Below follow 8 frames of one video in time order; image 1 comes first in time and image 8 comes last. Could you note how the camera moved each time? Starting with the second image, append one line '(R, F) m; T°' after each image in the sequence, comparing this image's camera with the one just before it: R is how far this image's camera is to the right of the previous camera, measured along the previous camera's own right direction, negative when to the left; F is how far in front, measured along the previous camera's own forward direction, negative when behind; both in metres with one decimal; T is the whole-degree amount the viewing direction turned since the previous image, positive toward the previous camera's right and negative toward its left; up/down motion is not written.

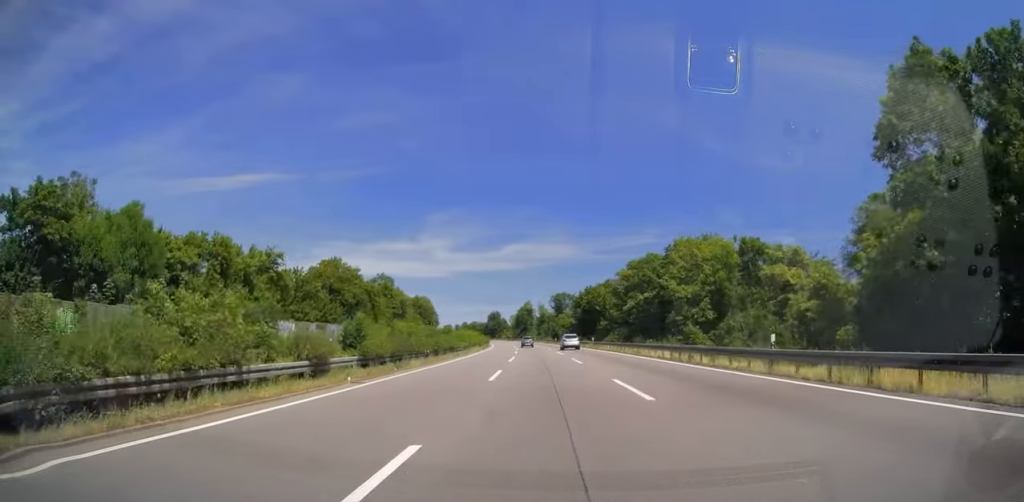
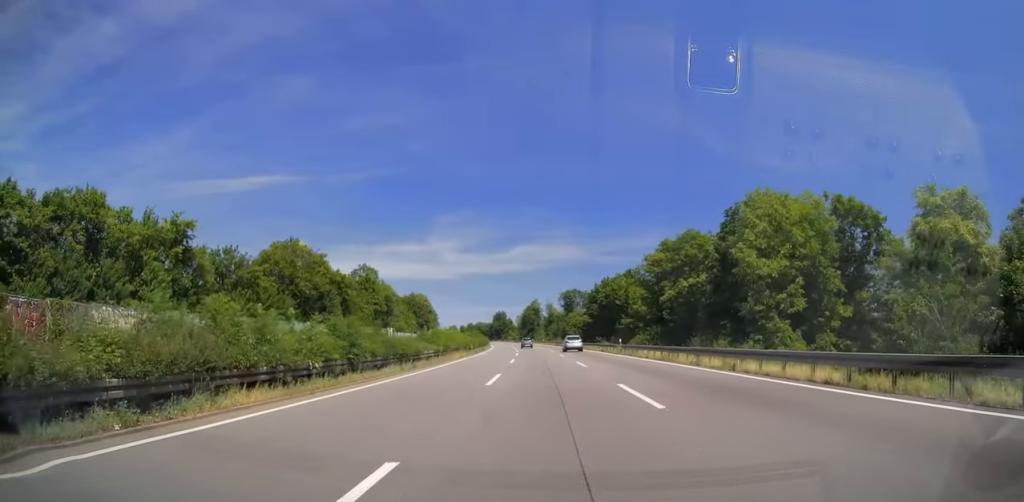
(-0.3, +18.9) m; -1°
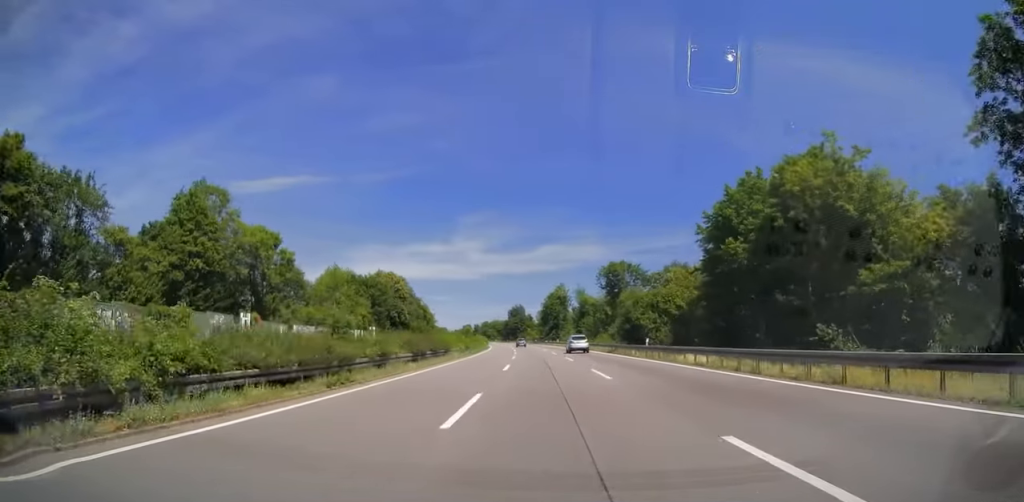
(-1.1, +62.9) m; -2°
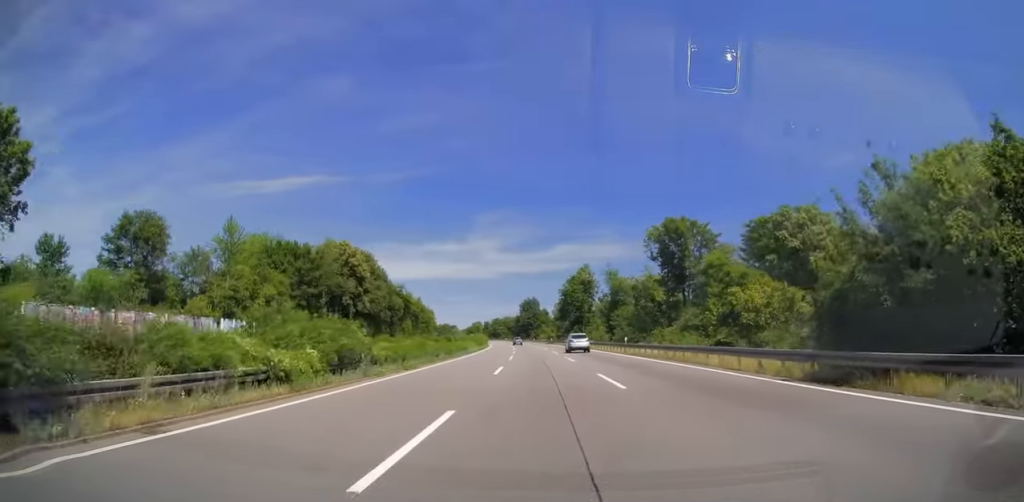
(-0.7, +39.9) m; -2°
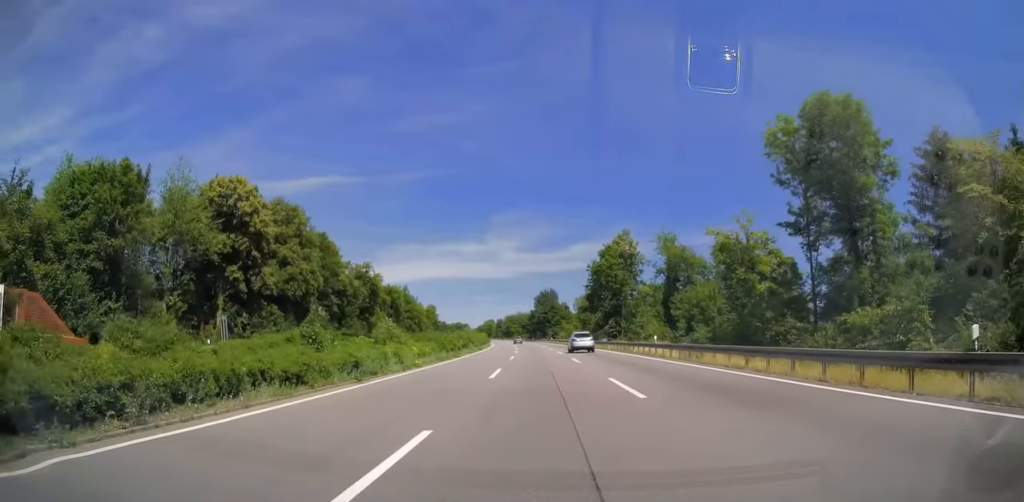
(-0.6, +38.5) m; -2°
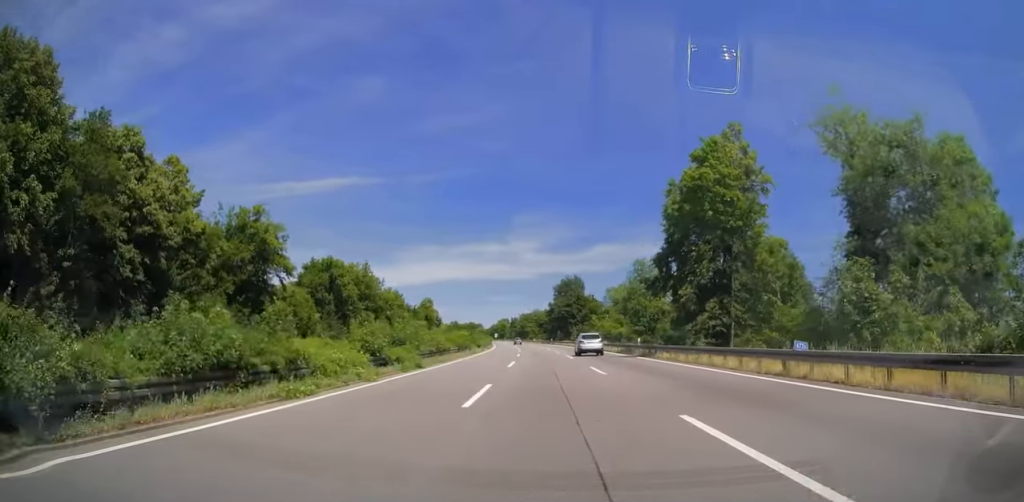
(-0.7, +44.9) m; -2°
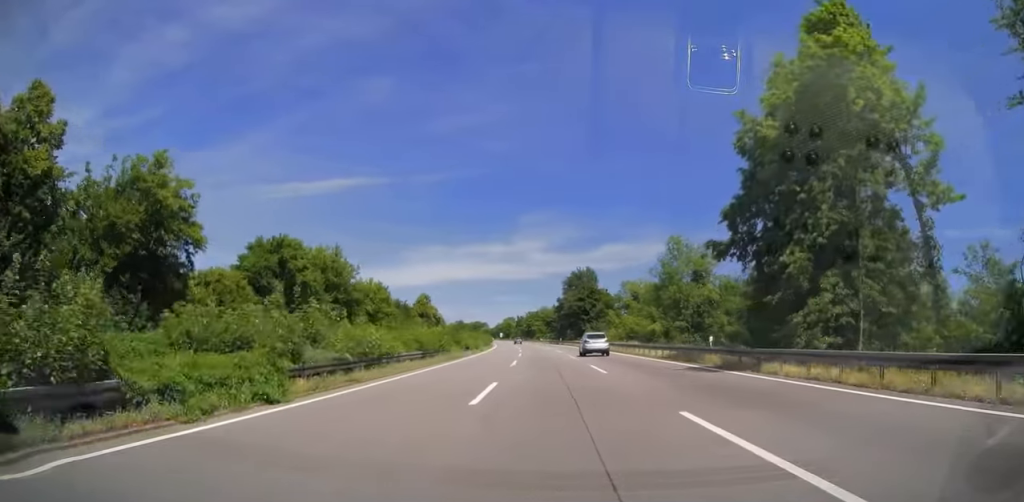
(-0.1, +17.5) m; -1°
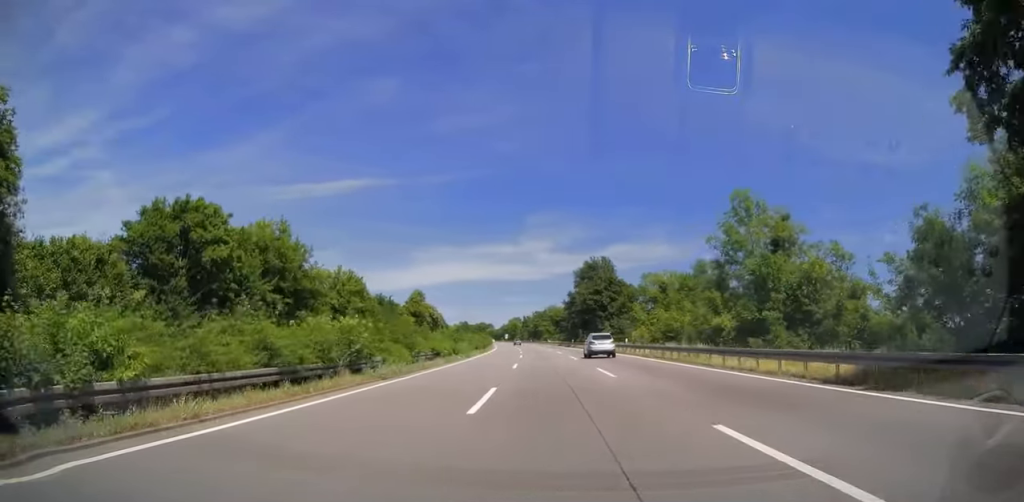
(-0.1, +19.5) m; -1°
